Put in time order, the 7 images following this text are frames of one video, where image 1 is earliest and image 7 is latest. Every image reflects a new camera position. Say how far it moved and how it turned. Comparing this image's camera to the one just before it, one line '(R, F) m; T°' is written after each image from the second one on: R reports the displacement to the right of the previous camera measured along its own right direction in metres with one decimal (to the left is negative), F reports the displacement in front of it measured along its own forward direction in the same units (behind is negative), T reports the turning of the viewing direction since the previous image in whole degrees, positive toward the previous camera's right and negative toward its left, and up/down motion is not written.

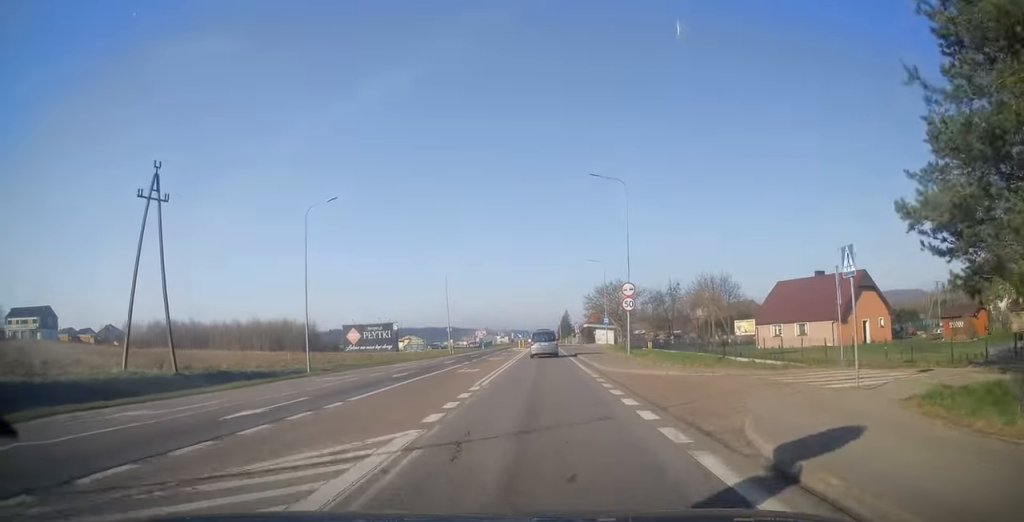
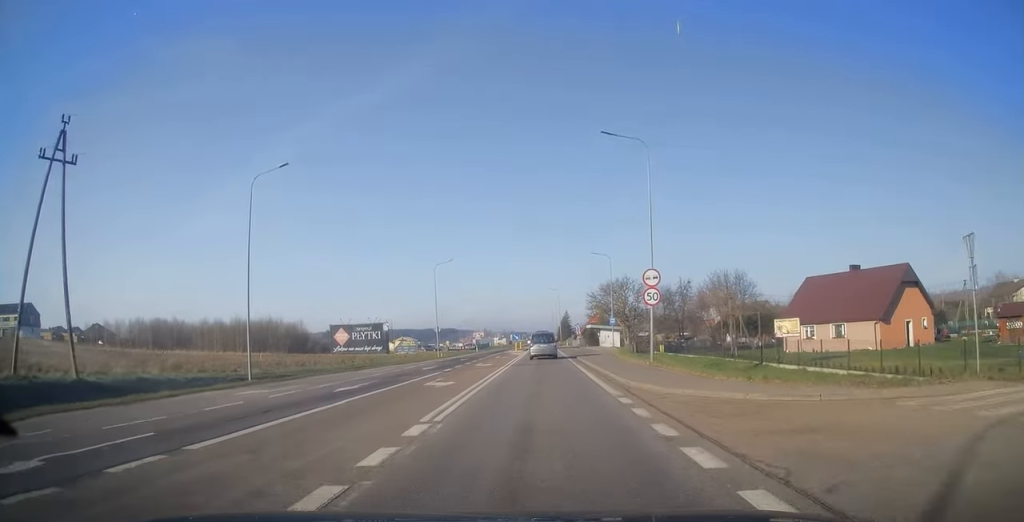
(0.0, +7.6) m; -1°
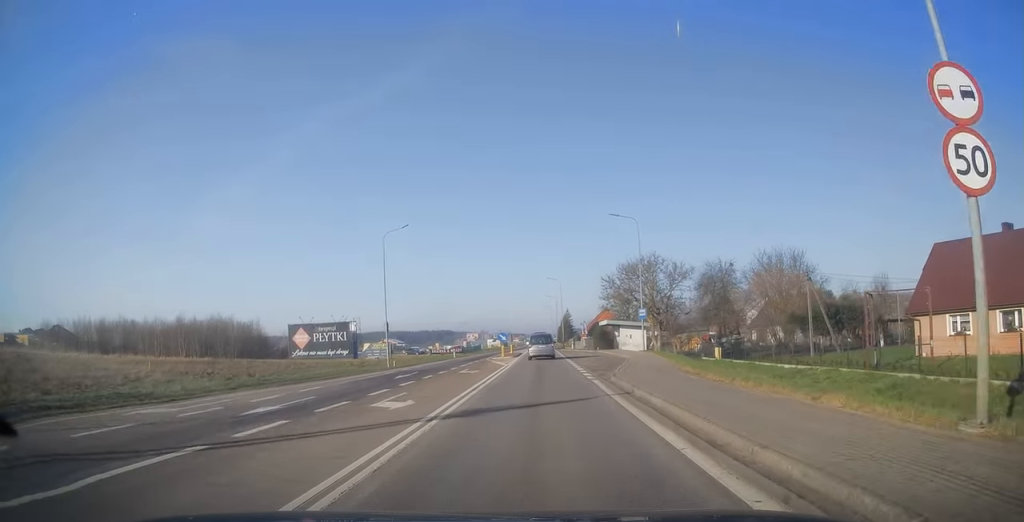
(-0.4, +20.9) m; 0°
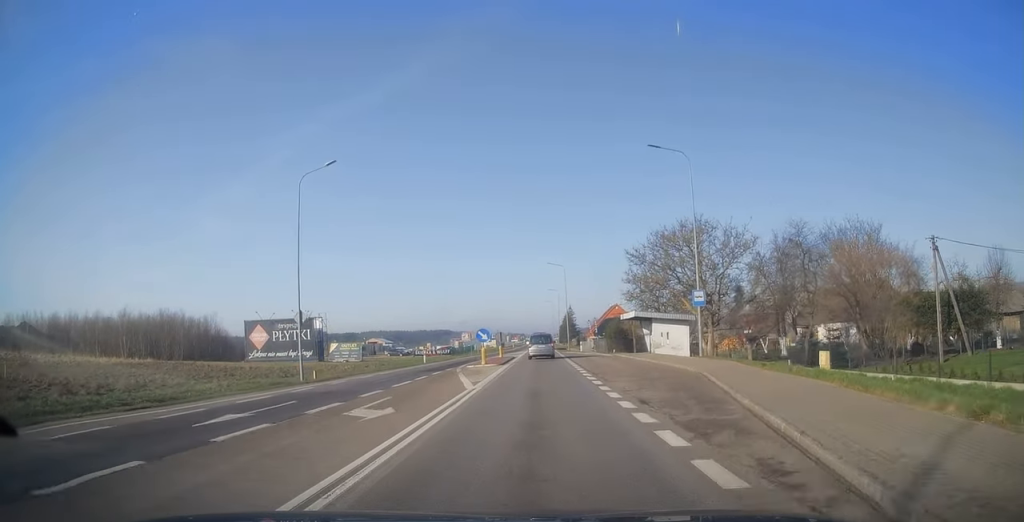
(+0.4, +16.6) m; +1°
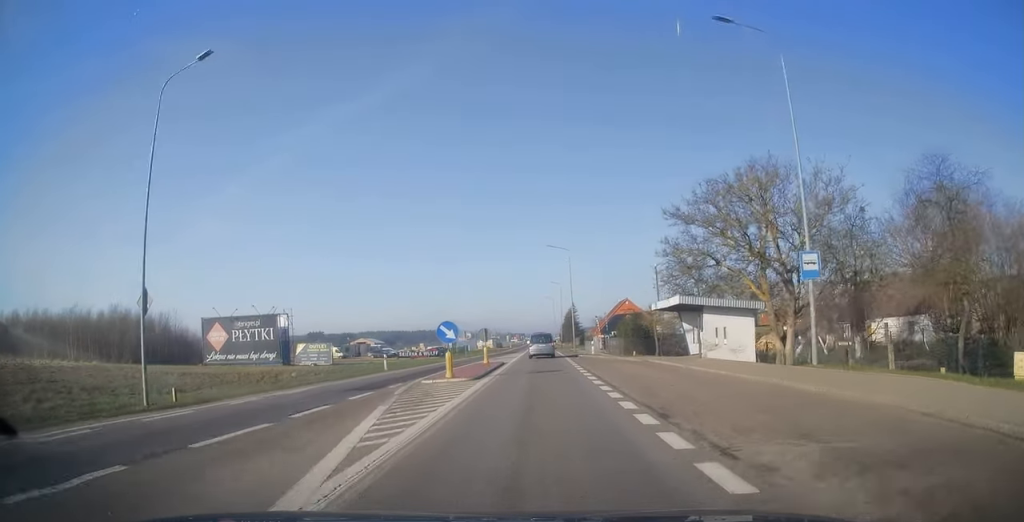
(0.0, +12.5) m; 0°
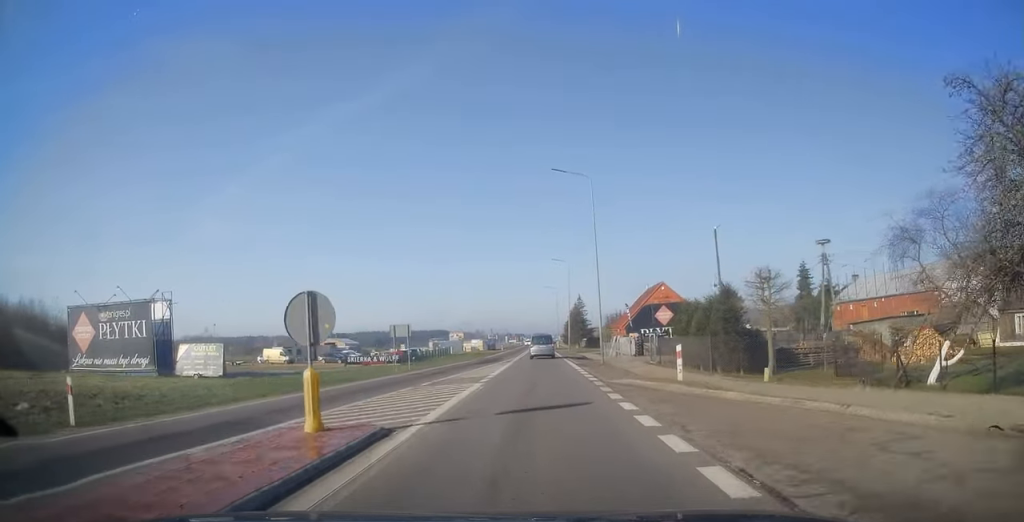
(-0.3, +26.8) m; -1°
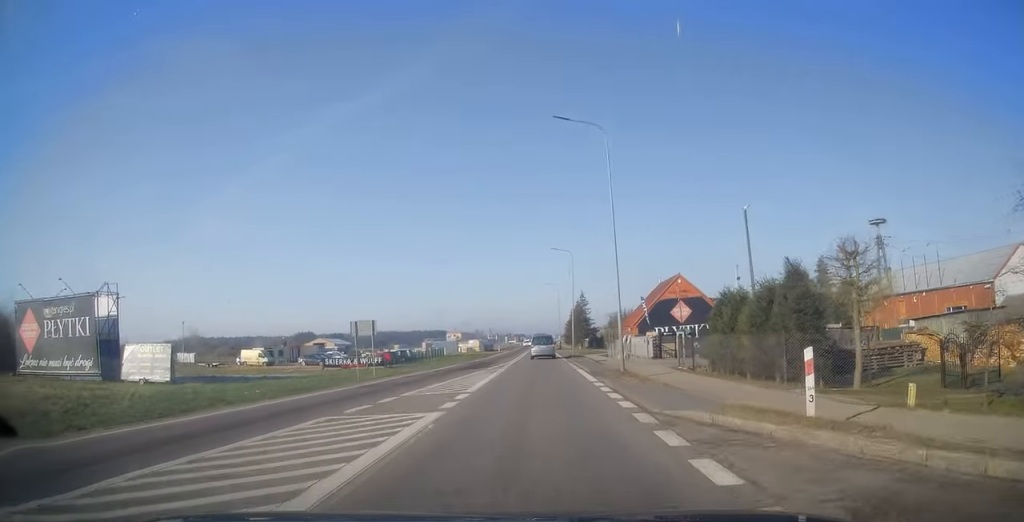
(-0.2, +7.8) m; 0°
